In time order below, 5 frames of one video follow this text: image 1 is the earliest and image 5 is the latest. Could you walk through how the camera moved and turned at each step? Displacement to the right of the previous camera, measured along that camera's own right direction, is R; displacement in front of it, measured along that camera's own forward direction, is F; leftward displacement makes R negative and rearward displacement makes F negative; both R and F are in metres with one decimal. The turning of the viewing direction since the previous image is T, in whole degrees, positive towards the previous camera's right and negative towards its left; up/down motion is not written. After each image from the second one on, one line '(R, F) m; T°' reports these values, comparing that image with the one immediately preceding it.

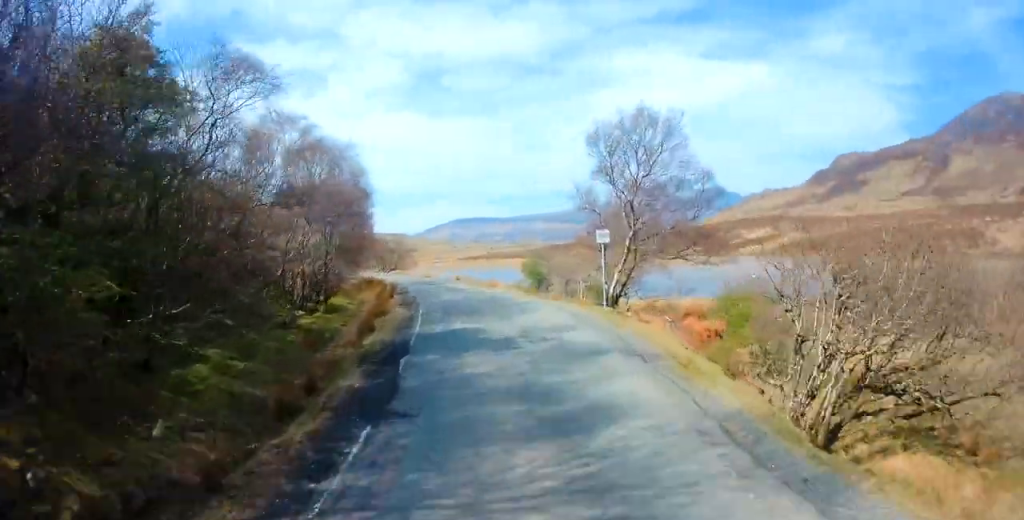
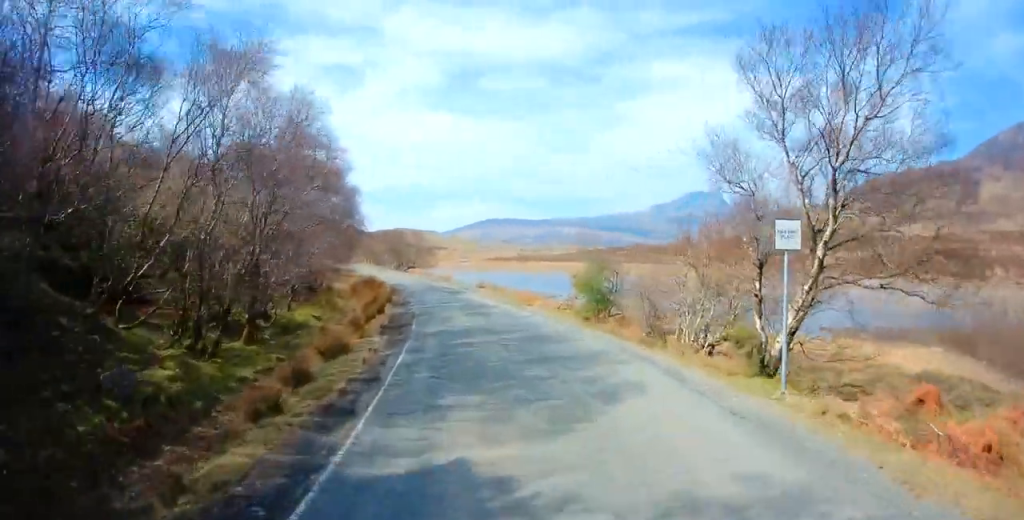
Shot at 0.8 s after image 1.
(-0.7, +10.4) m; -4°
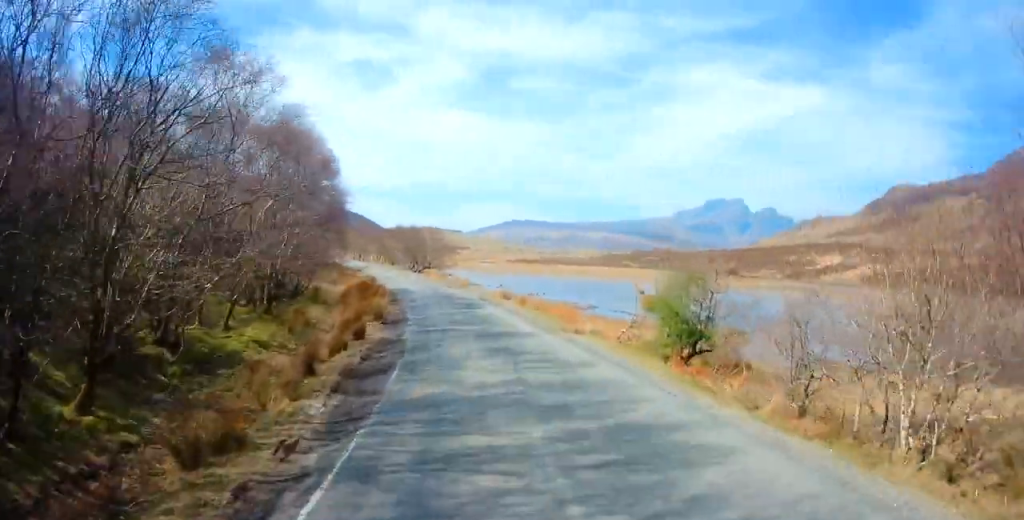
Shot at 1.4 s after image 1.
(-0.1, +7.4) m; -1°
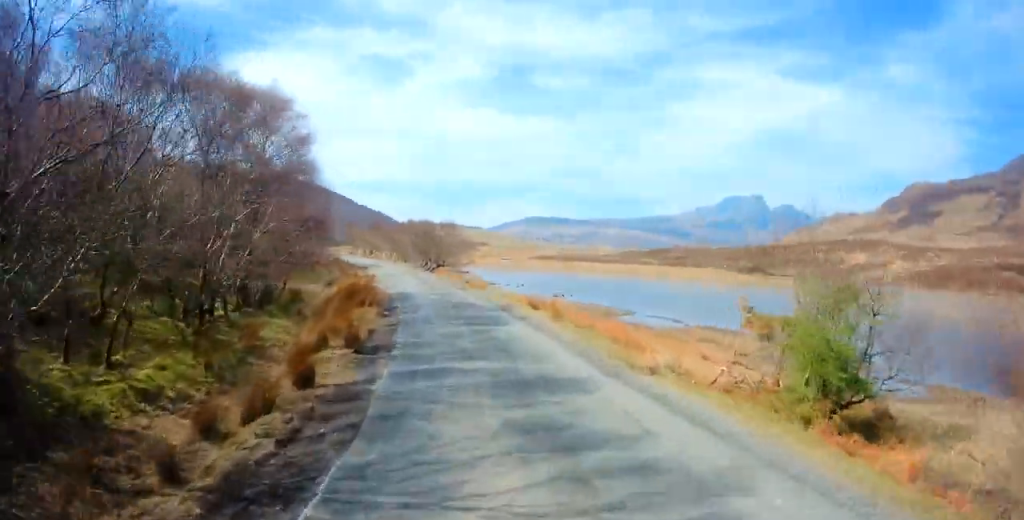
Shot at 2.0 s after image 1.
(0.0, +6.3) m; 0°
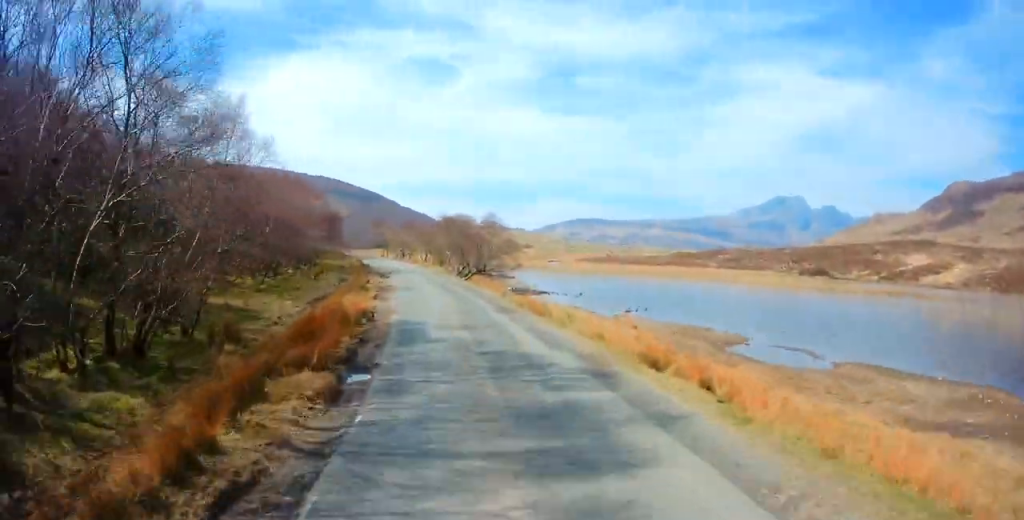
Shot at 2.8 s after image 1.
(0.0, +10.1) m; -5°
